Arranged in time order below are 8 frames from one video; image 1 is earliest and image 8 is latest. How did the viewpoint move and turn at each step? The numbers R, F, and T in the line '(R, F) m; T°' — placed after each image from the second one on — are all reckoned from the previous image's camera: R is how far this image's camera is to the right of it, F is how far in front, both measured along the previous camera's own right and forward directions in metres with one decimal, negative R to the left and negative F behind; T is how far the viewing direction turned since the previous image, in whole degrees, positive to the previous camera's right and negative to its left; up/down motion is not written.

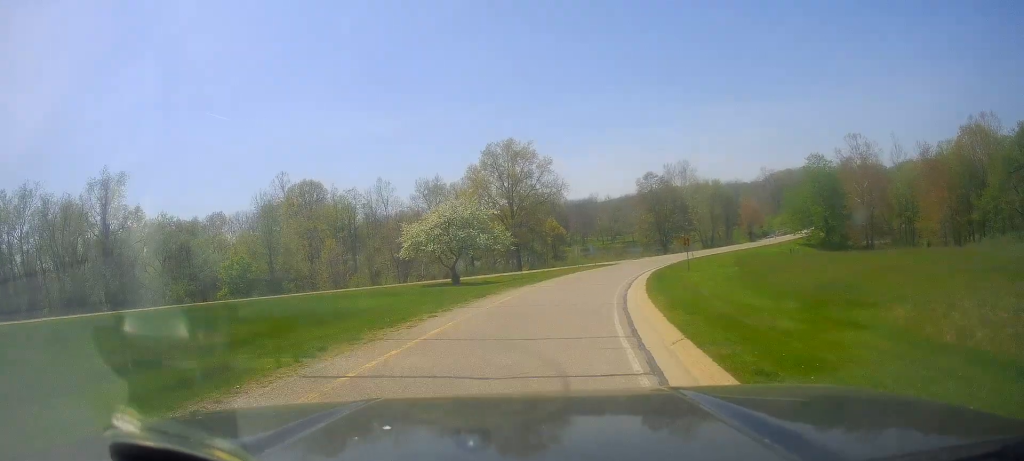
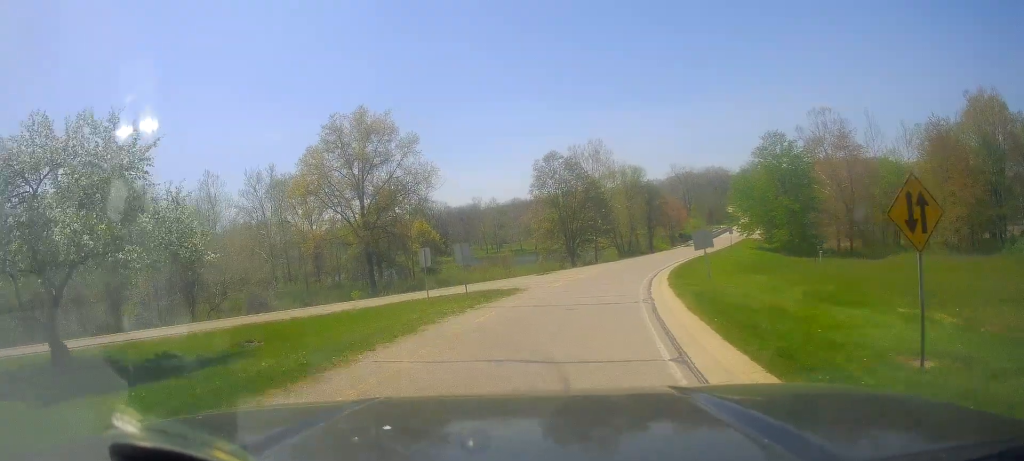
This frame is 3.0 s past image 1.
(+2.6, +32.1) m; +7°
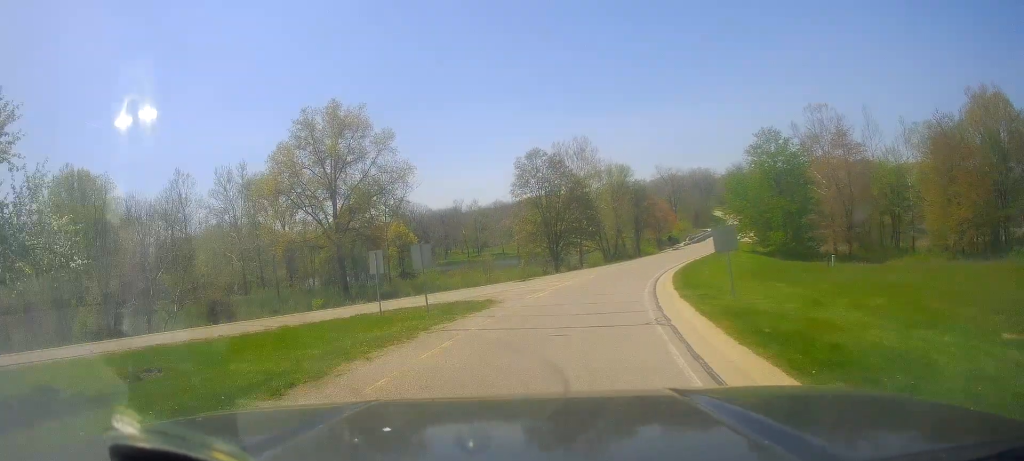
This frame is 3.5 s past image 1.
(0.0, +4.7) m; +2°
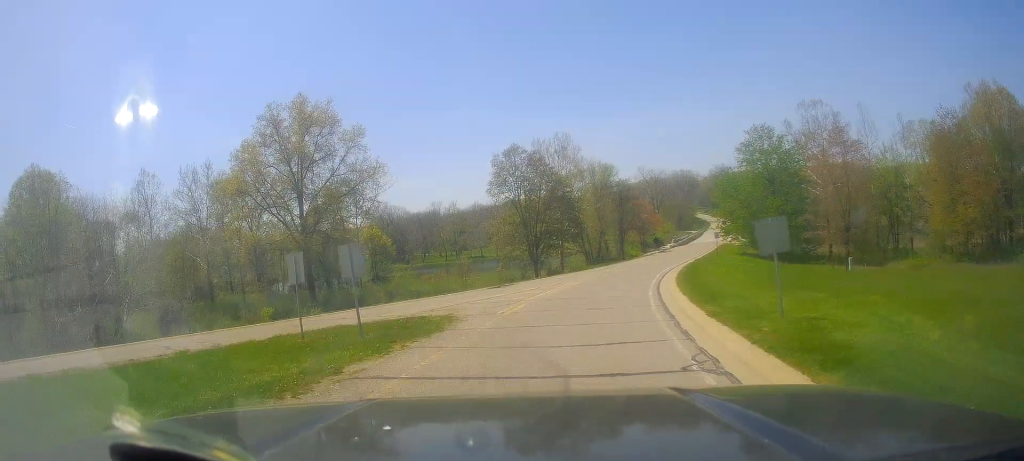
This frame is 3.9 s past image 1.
(+0.2, +5.2) m; +4°
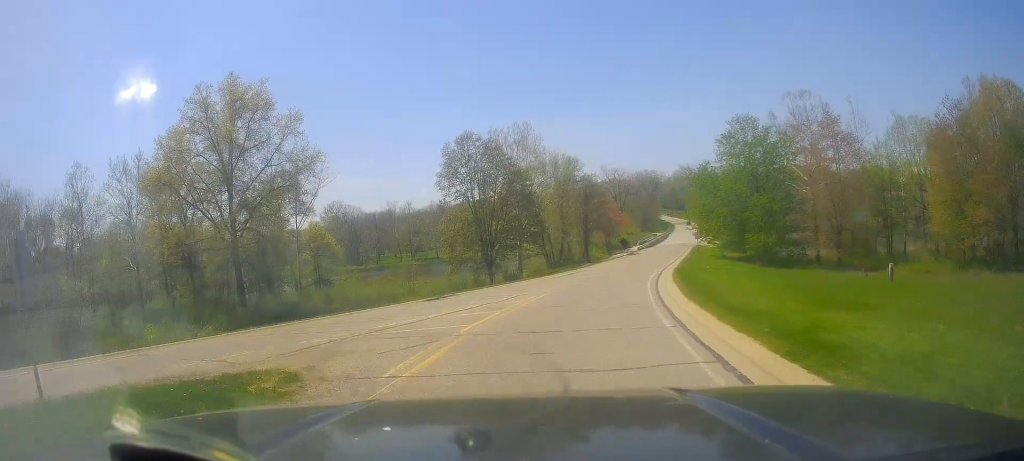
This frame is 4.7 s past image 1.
(+0.5, +8.9) m; +5°
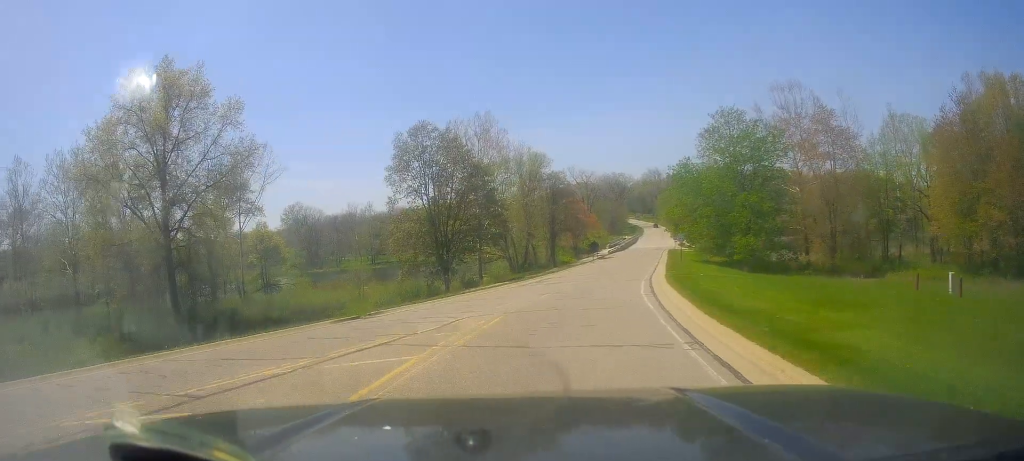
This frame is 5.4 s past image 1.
(+0.6, +7.4) m; +2°
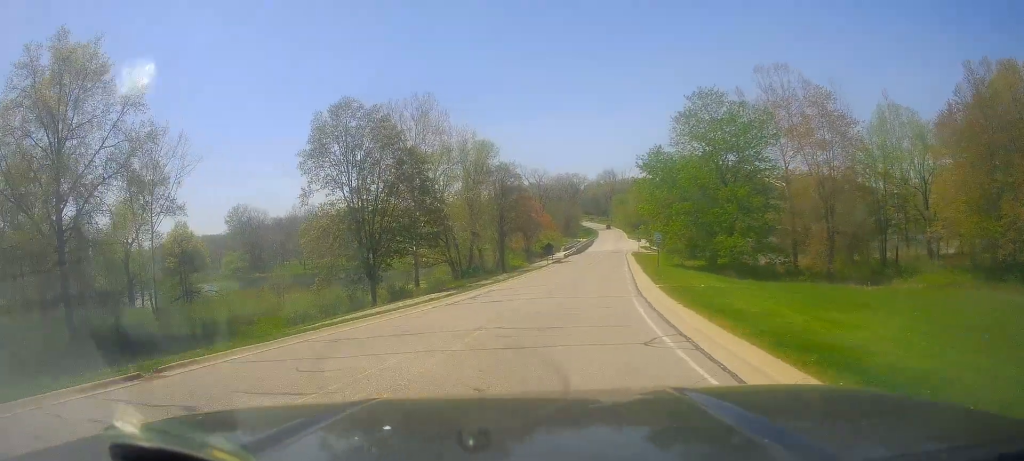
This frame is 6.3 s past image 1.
(-0.5, +10.4) m; +3°
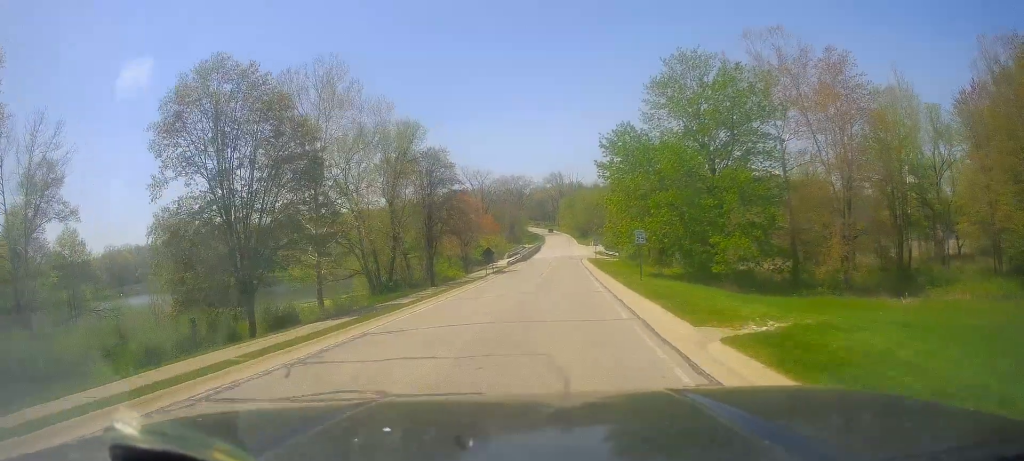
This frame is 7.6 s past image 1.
(+1.5, +14.0) m; +9°
